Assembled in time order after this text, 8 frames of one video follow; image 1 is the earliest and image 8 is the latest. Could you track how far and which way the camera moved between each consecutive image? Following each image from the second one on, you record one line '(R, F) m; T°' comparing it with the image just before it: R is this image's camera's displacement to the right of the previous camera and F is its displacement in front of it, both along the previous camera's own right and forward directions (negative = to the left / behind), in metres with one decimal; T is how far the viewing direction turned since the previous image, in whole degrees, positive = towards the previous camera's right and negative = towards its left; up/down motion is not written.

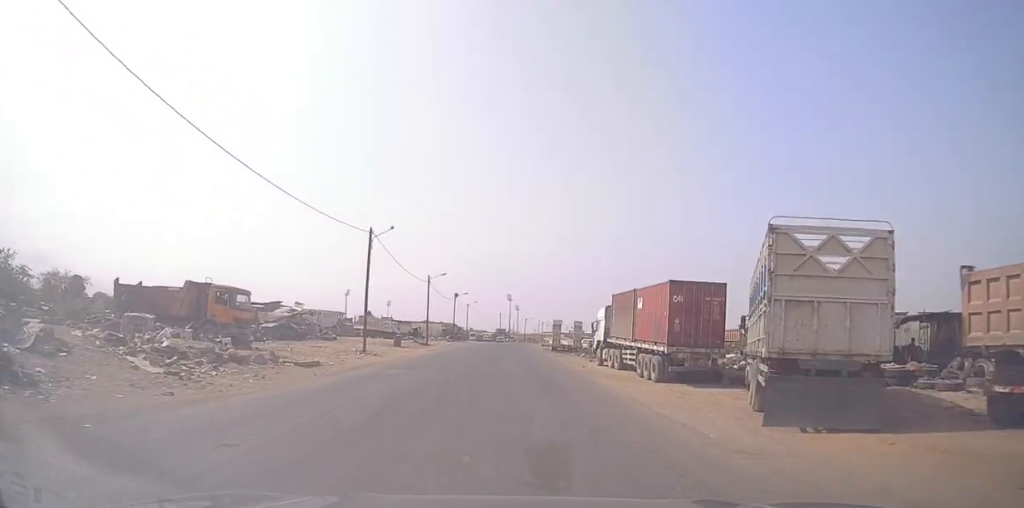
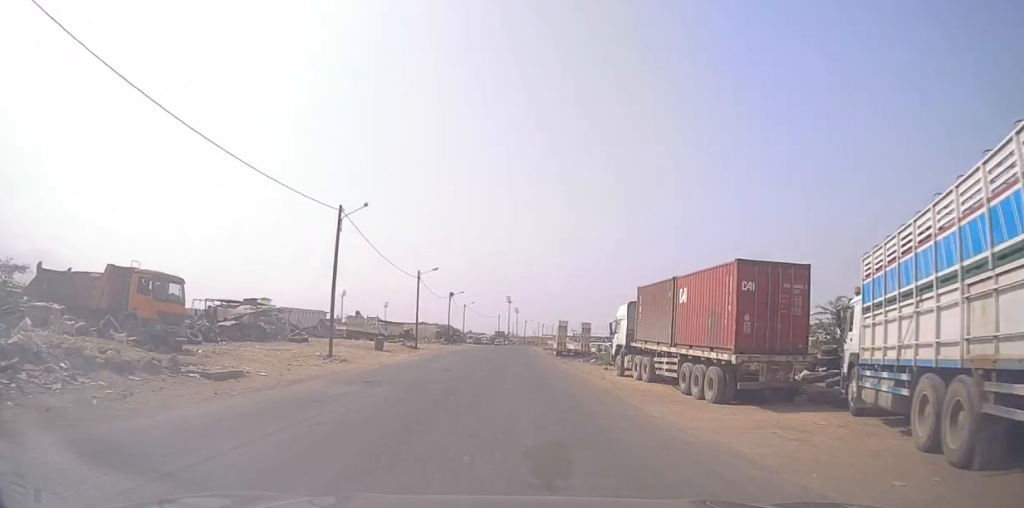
(-0.5, +7.2) m; 0°
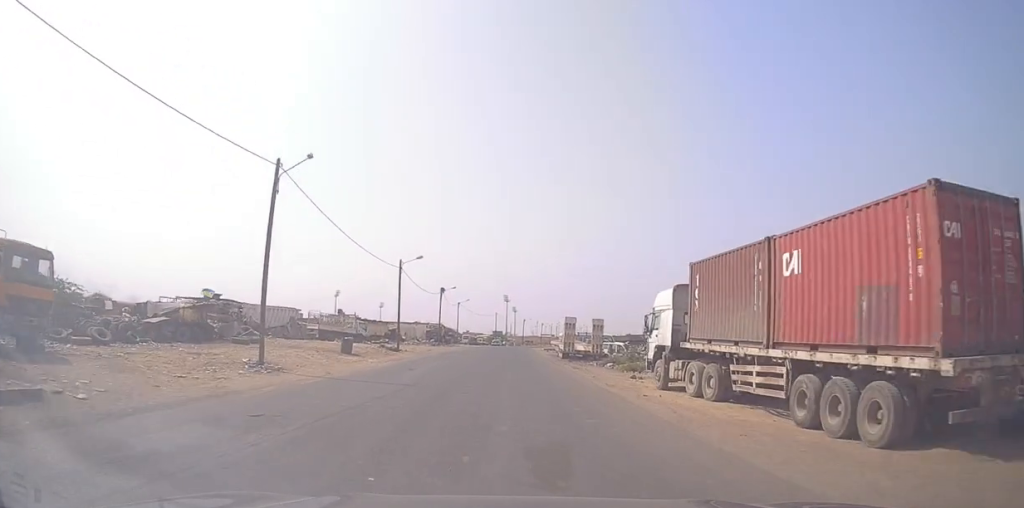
(+0.7, +8.8) m; +4°
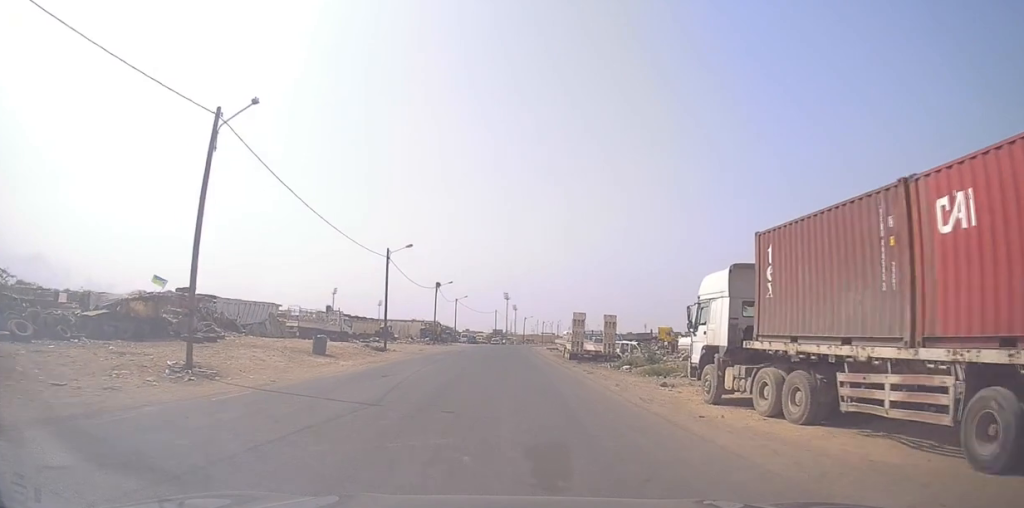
(+0.1, +5.6) m; +1°
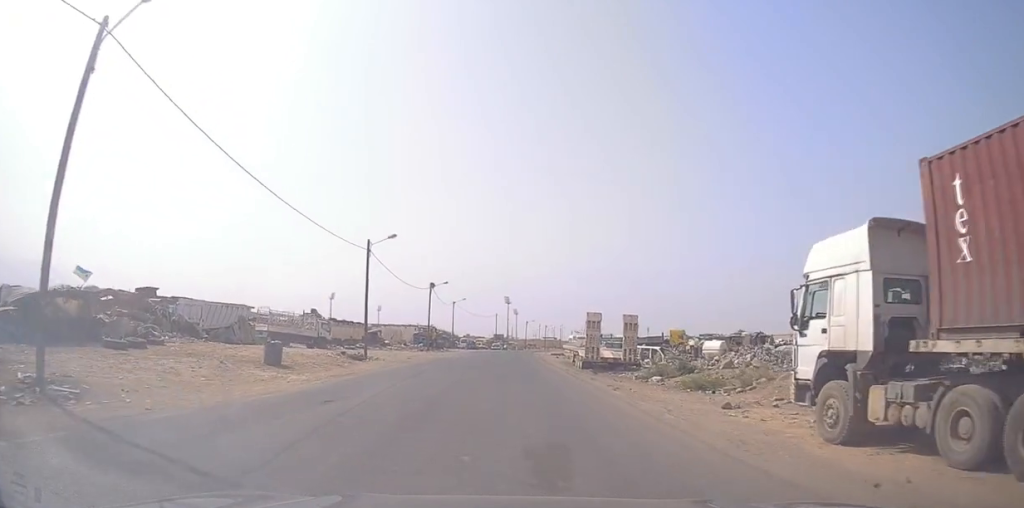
(+0.1, +6.8) m; -1°
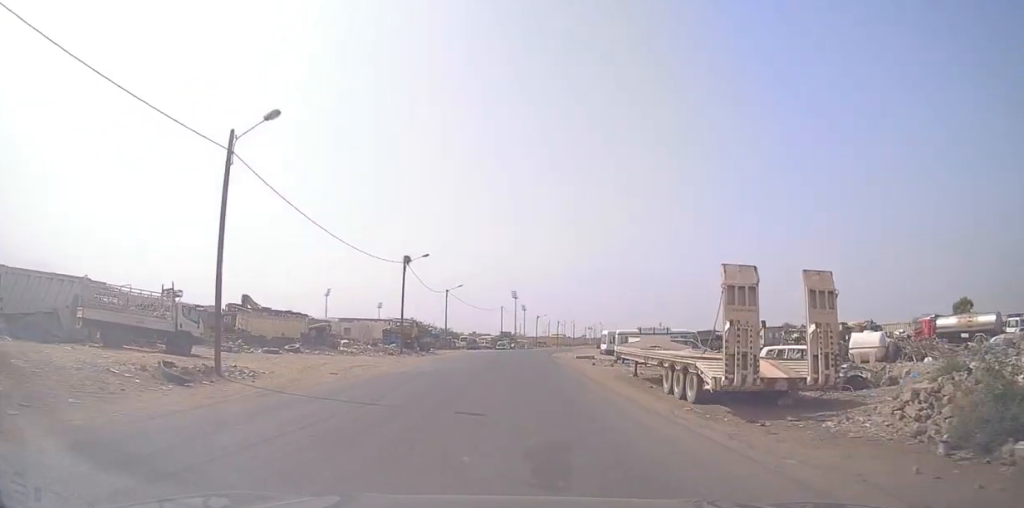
(-0.3, +21.5) m; -1°
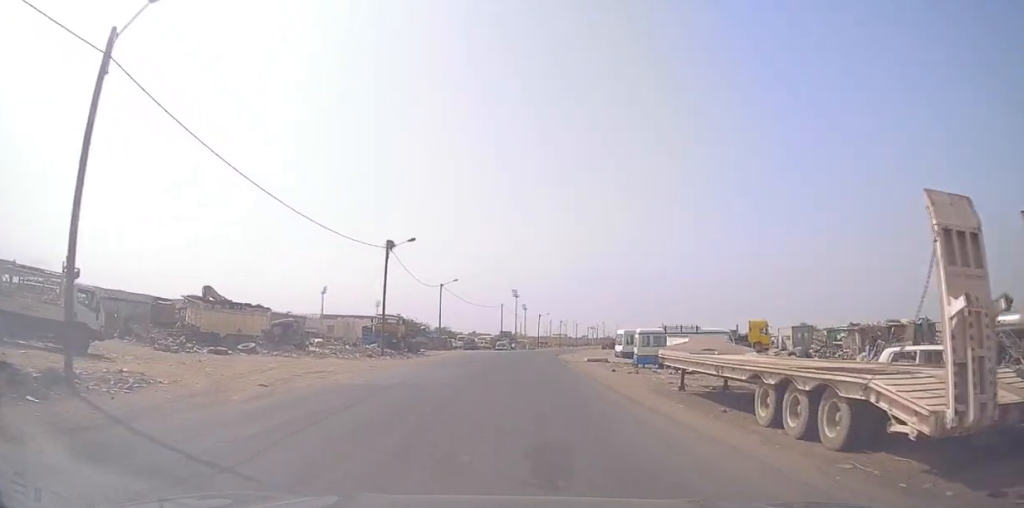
(0.0, +7.3) m; -1°
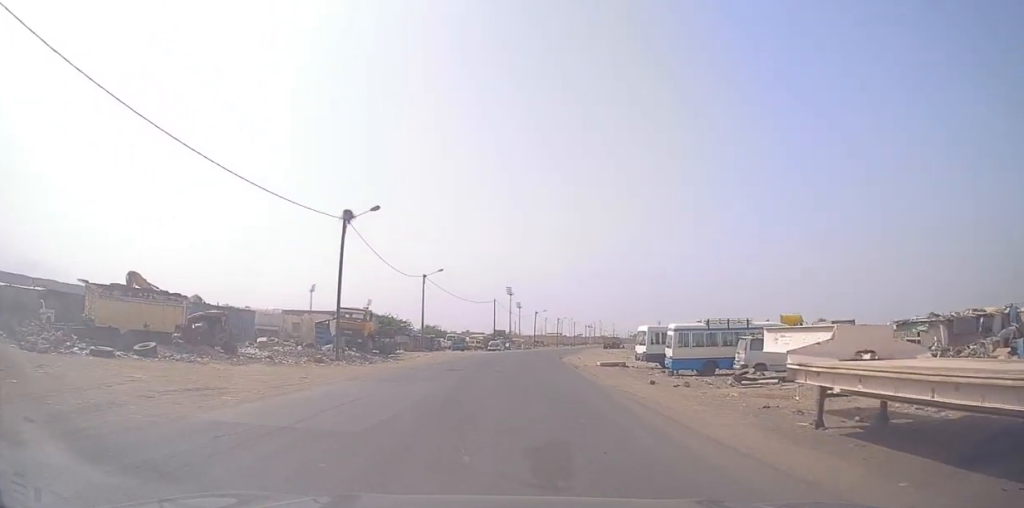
(-0.3, +9.7) m; -2°
